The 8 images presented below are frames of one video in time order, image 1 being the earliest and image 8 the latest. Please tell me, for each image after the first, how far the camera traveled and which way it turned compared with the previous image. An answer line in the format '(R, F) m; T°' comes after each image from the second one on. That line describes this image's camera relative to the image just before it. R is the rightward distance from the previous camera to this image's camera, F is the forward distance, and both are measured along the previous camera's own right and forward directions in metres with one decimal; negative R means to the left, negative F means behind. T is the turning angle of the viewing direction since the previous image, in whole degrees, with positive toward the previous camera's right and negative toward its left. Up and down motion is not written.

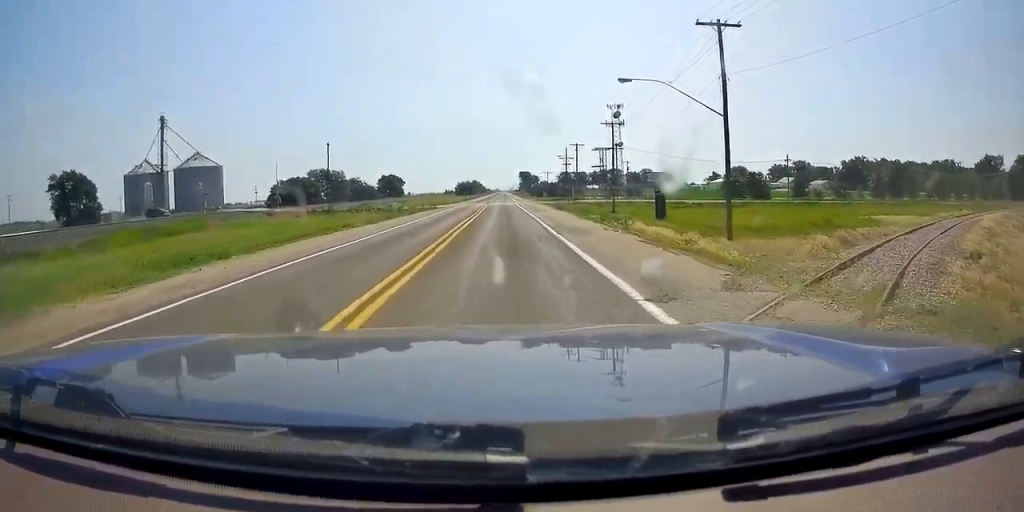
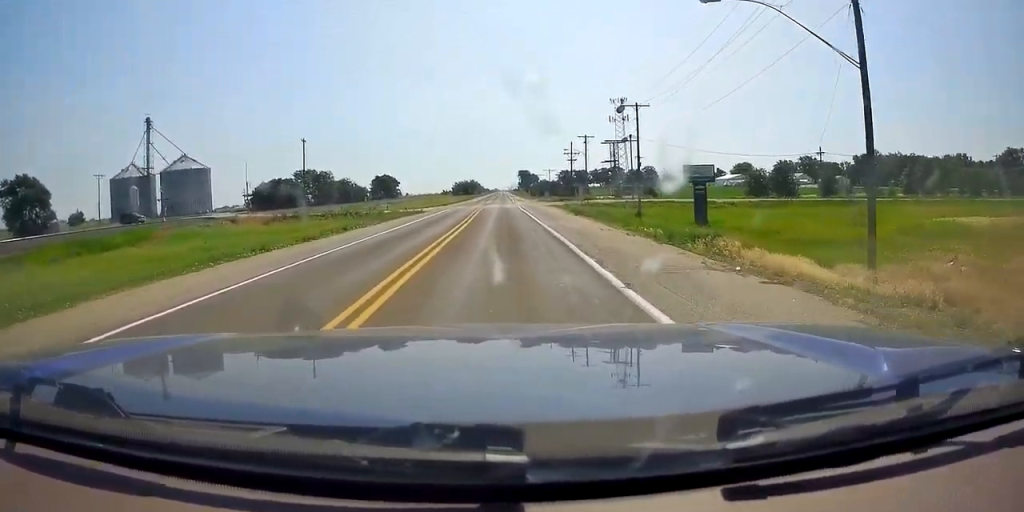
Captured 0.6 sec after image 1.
(-0.3, +12.3) m; 0°
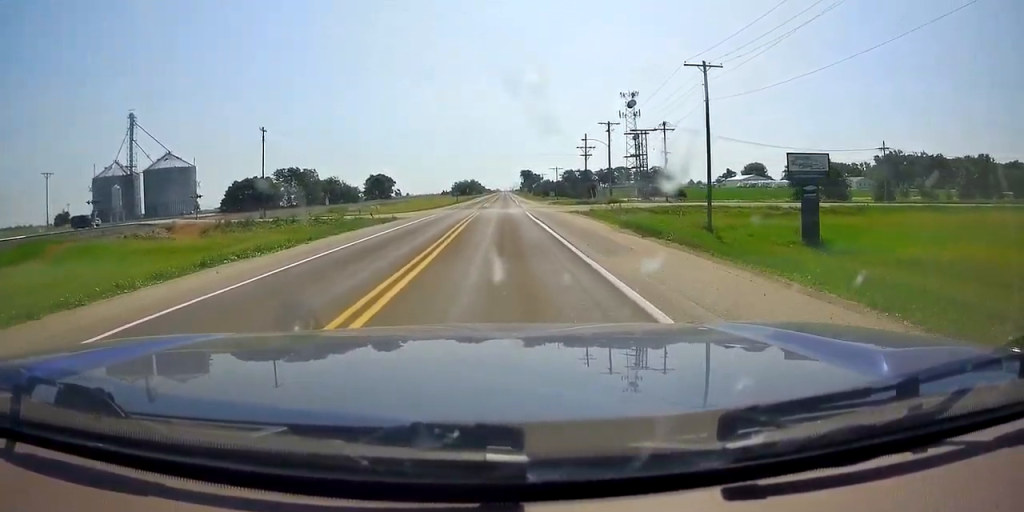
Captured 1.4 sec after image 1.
(0.0, +17.1) m; 0°
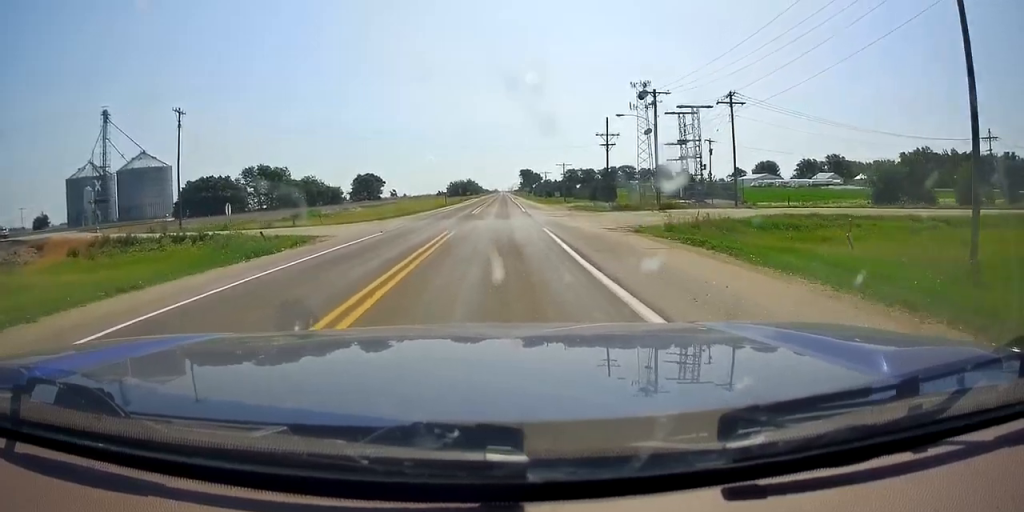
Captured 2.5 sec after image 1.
(+0.1, +21.0) m; 0°
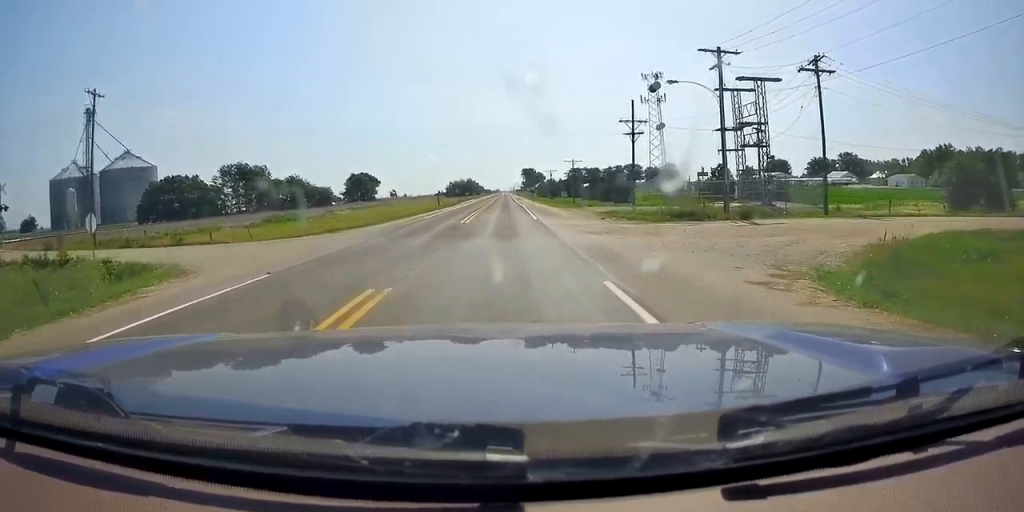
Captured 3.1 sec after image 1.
(-0.2, +13.9) m; 0°
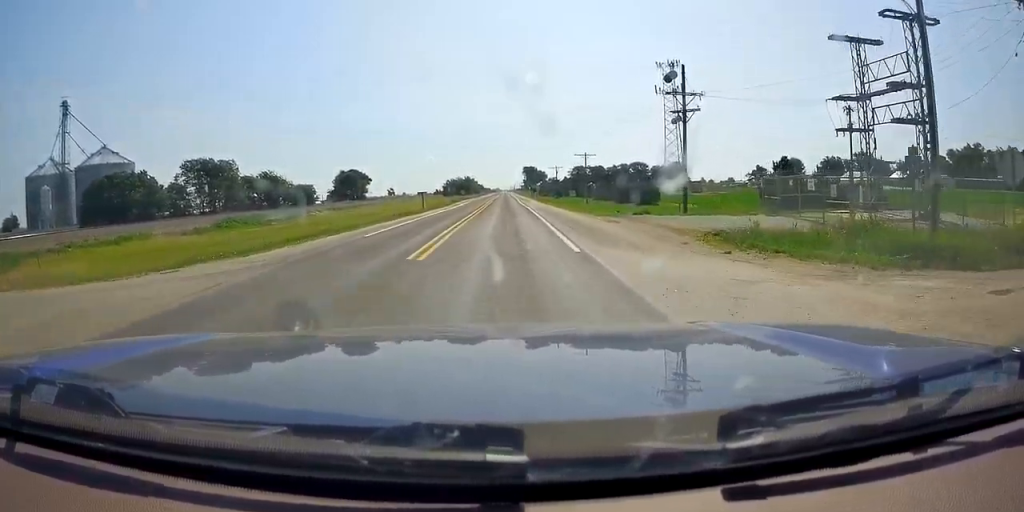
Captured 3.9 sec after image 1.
(+0.4, +17.1) m; 0°
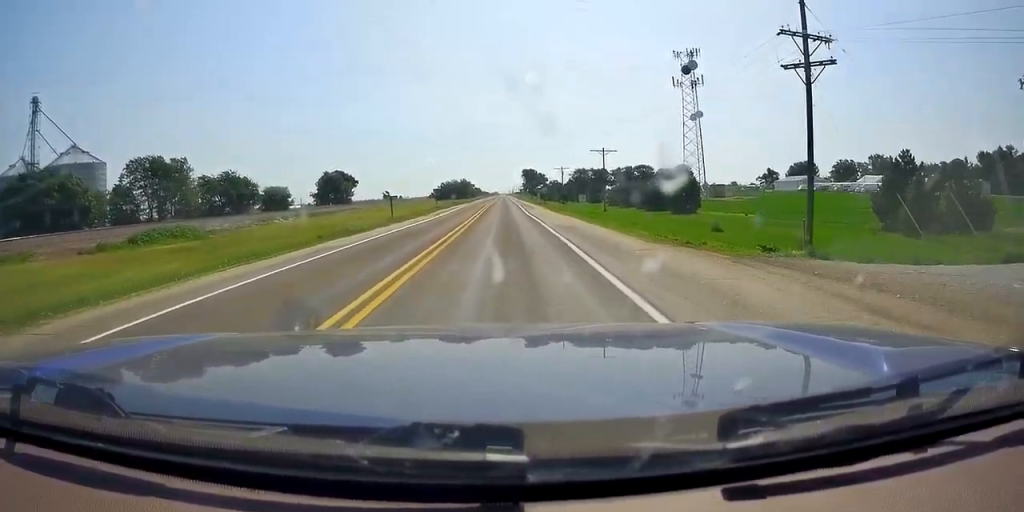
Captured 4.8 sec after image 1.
(-0.3, +18.6) m; -1°
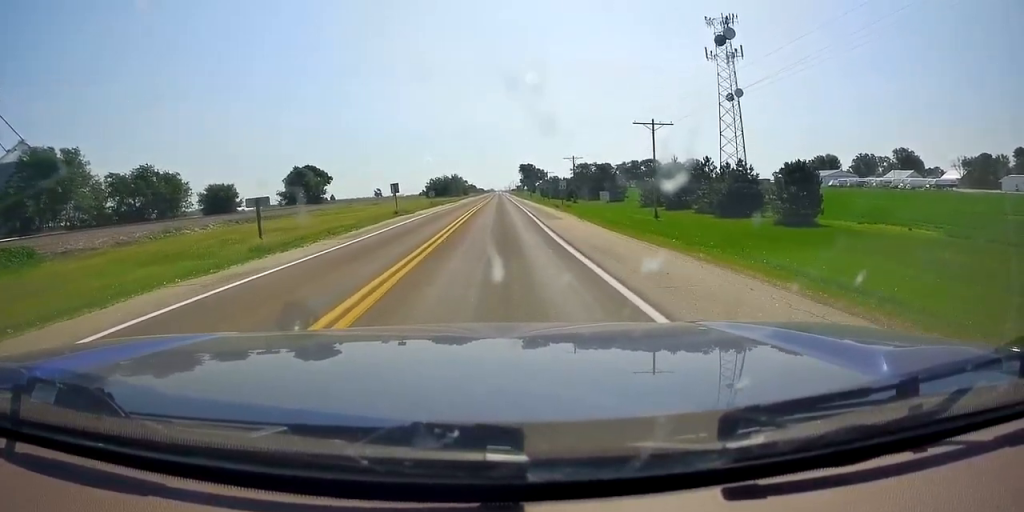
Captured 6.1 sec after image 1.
(-0.1, +27.8) m; +1°
